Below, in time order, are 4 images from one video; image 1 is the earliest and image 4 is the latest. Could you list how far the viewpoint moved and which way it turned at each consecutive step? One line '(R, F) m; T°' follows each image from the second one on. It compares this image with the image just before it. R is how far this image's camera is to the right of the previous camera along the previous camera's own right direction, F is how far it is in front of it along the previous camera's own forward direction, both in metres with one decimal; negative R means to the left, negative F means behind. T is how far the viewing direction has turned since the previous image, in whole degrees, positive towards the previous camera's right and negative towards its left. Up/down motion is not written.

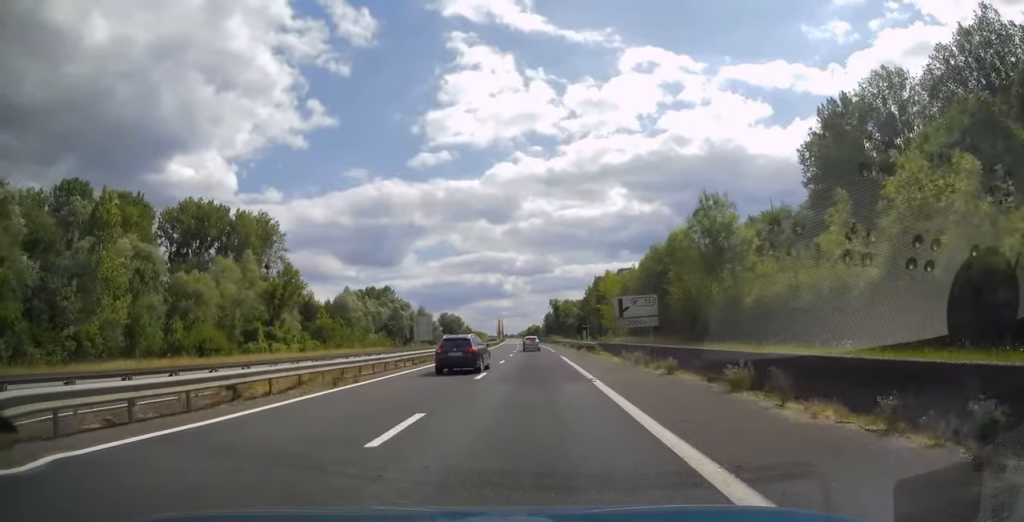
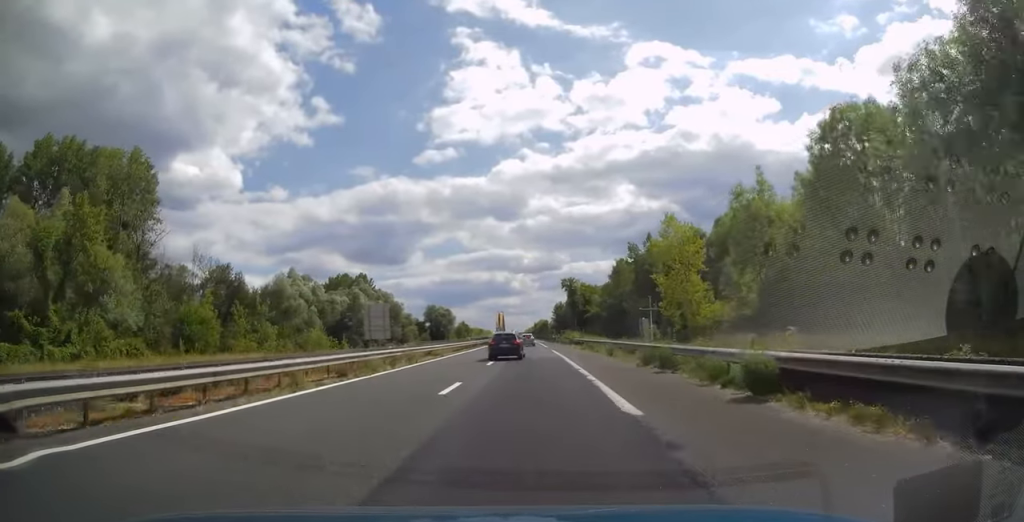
(-0.6, +45.1) m; -2°
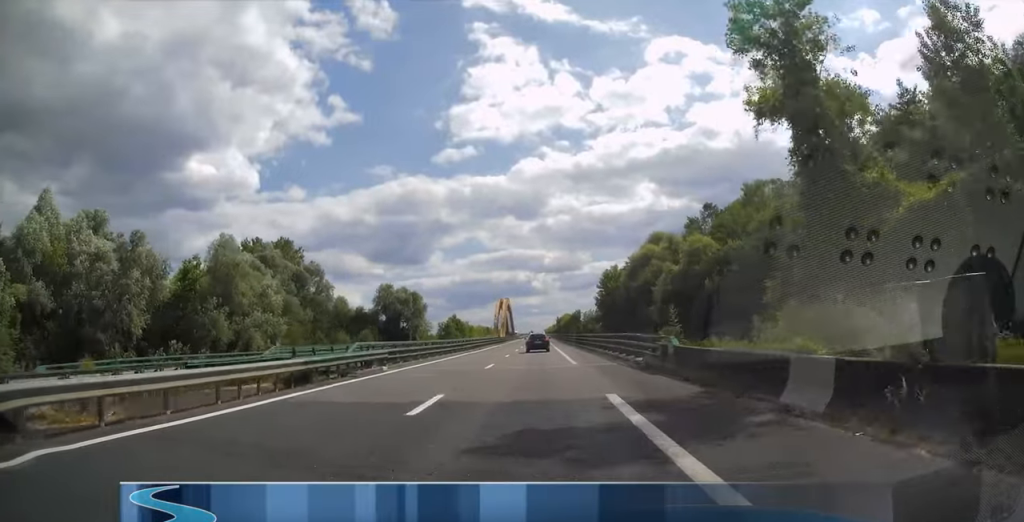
(-0.9, +81.0) m; -1°
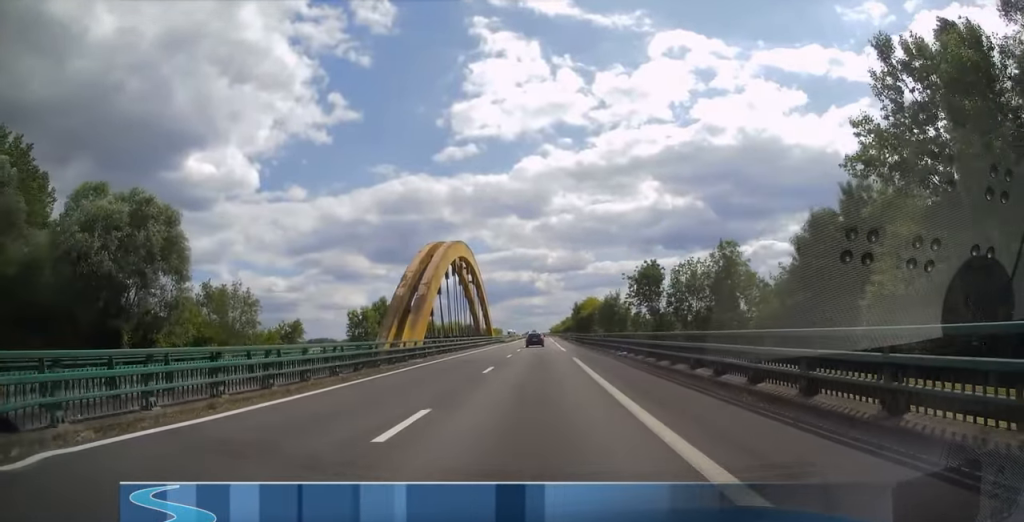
(+0.1, +86.4) m; 0°
